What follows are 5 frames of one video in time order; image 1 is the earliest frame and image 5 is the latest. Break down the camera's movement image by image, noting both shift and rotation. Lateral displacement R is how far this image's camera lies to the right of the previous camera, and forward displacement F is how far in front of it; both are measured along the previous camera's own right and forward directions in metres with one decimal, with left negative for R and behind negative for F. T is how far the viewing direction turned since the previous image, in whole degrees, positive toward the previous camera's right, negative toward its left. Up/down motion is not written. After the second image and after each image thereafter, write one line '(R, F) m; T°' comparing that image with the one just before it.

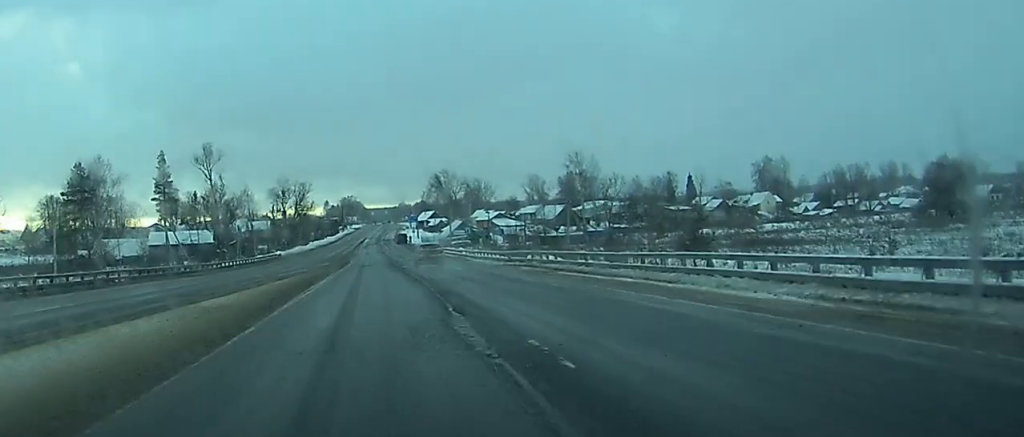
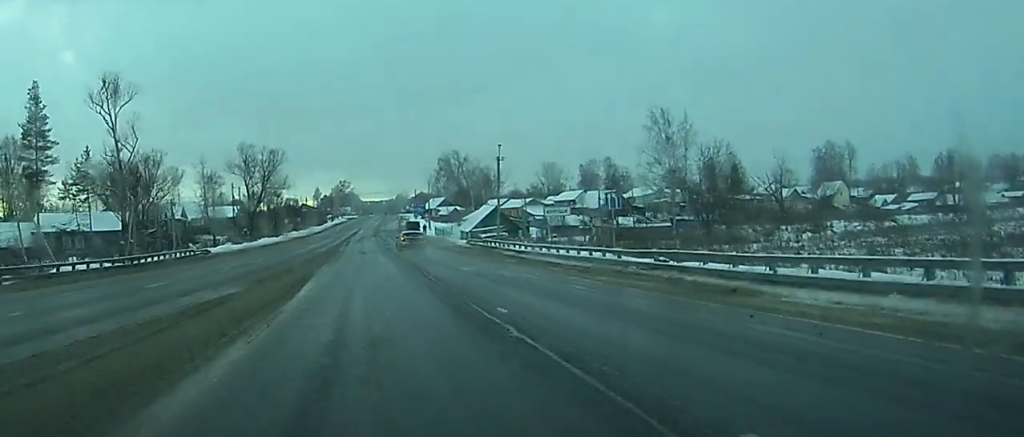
(-0.5, +53.6) m; -1°
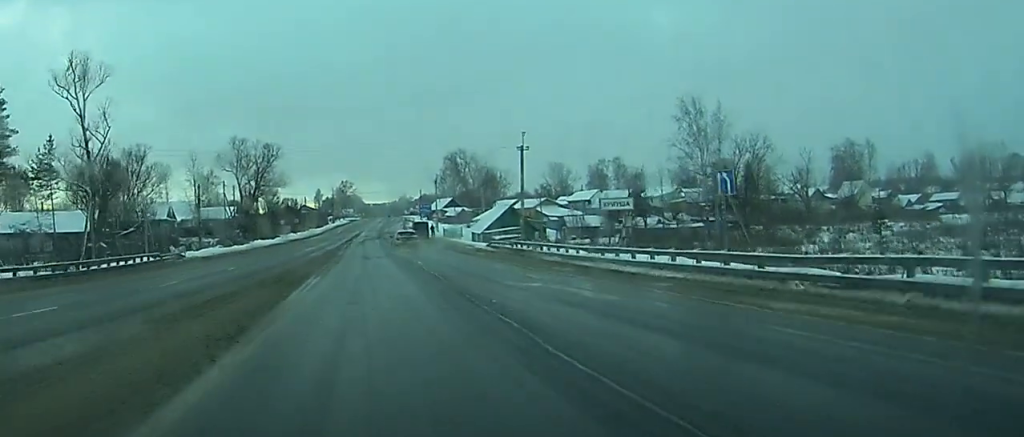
(0.0, +11.6) m; 0°
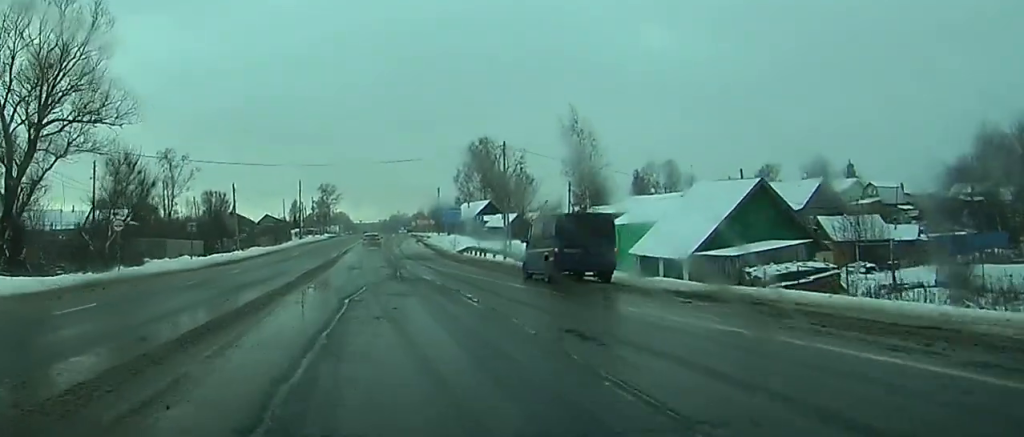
(+1.0, +84.0) m; +1°
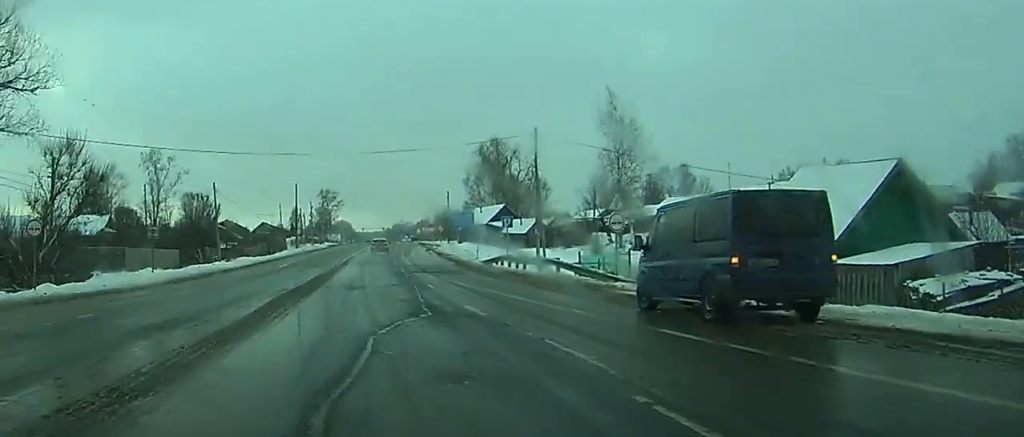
(0.0, +12.2) m; 0°
